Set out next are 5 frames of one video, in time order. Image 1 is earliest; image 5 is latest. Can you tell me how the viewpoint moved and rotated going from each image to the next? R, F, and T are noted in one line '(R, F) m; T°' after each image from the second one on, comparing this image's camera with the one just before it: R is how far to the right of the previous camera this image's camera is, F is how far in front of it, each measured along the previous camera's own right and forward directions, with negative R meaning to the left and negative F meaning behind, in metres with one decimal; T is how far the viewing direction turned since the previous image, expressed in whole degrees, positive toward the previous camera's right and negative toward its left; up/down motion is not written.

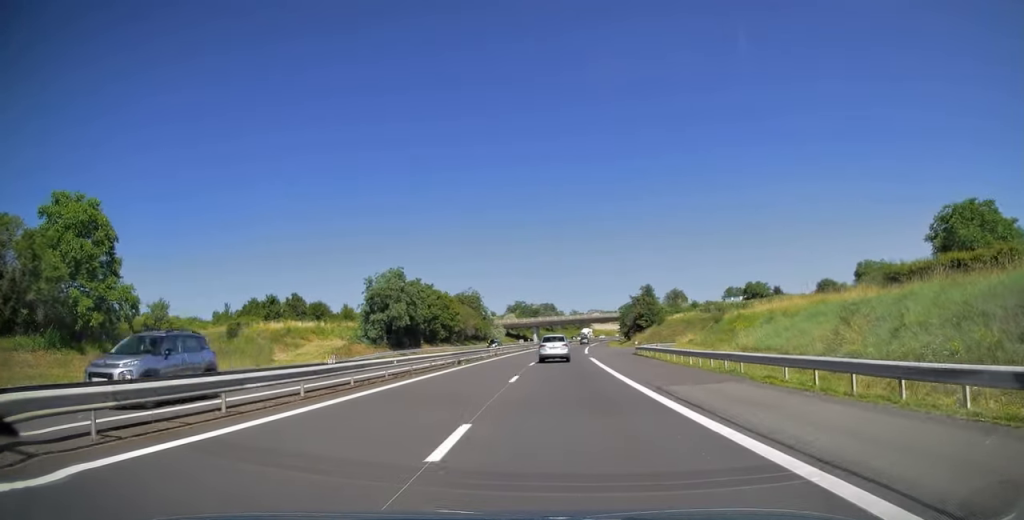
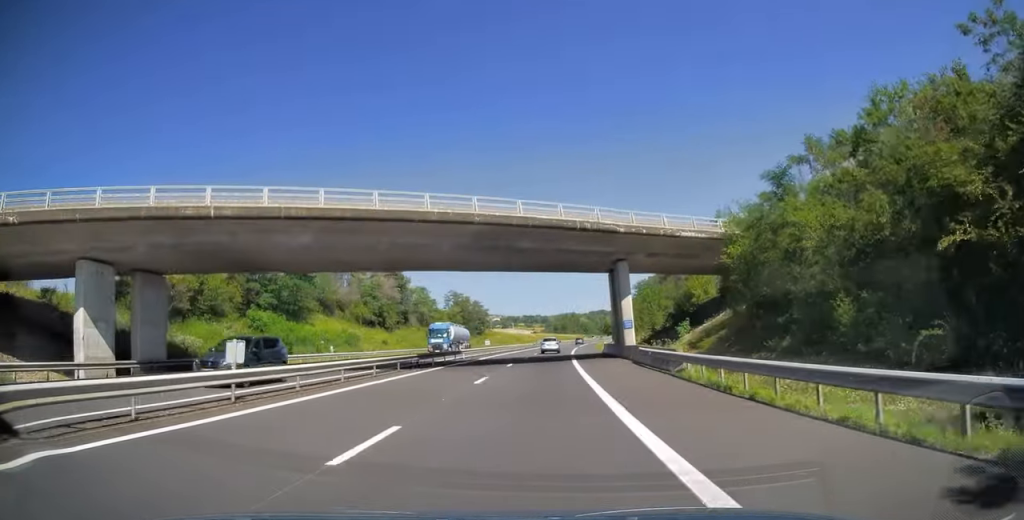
(+13.1, +155.5) m; +9°
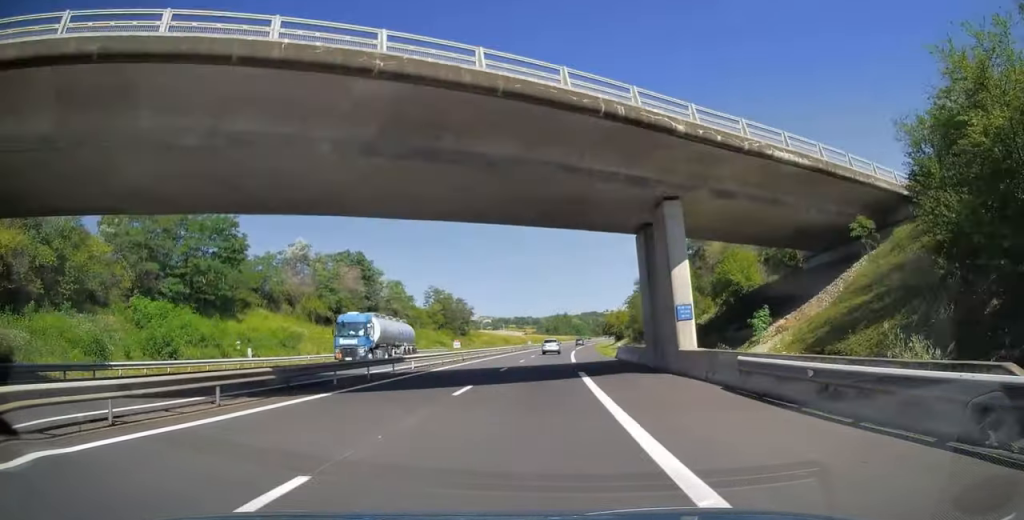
(+0.1, +16.7) m; +1°
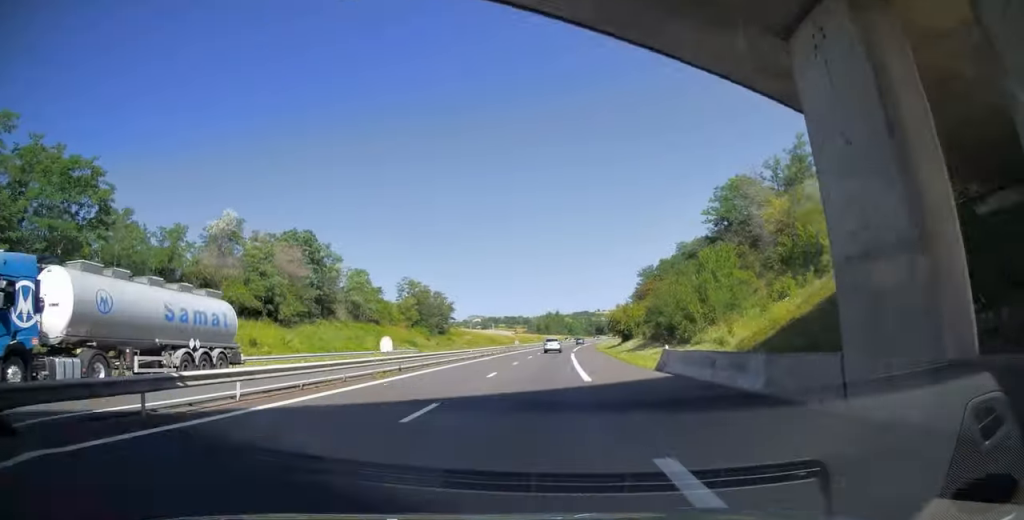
(+0.1, +18.8) m; +1°
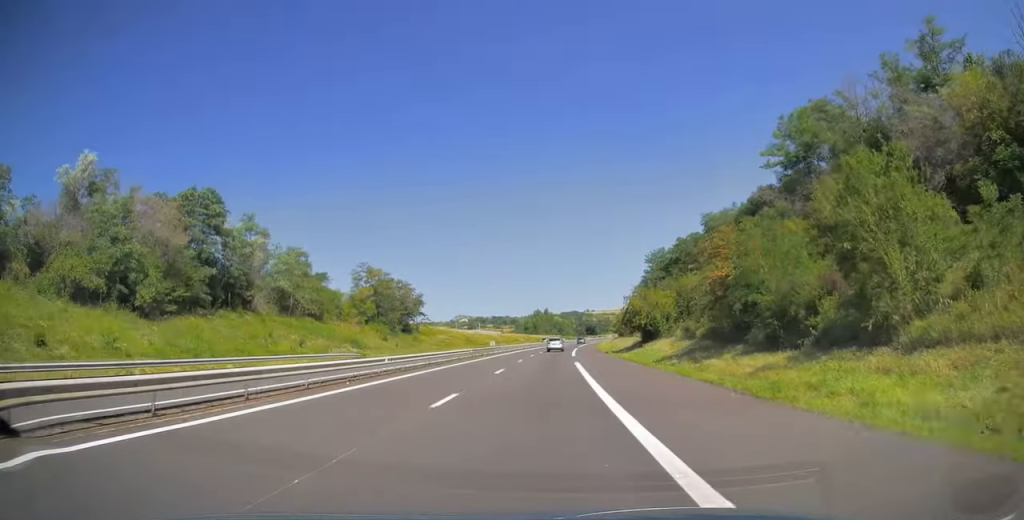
(+0.1, +23.6) m; +1°
